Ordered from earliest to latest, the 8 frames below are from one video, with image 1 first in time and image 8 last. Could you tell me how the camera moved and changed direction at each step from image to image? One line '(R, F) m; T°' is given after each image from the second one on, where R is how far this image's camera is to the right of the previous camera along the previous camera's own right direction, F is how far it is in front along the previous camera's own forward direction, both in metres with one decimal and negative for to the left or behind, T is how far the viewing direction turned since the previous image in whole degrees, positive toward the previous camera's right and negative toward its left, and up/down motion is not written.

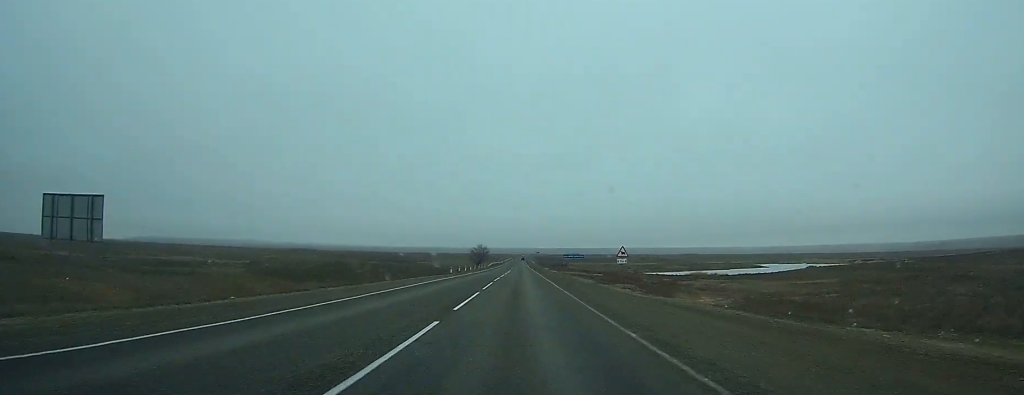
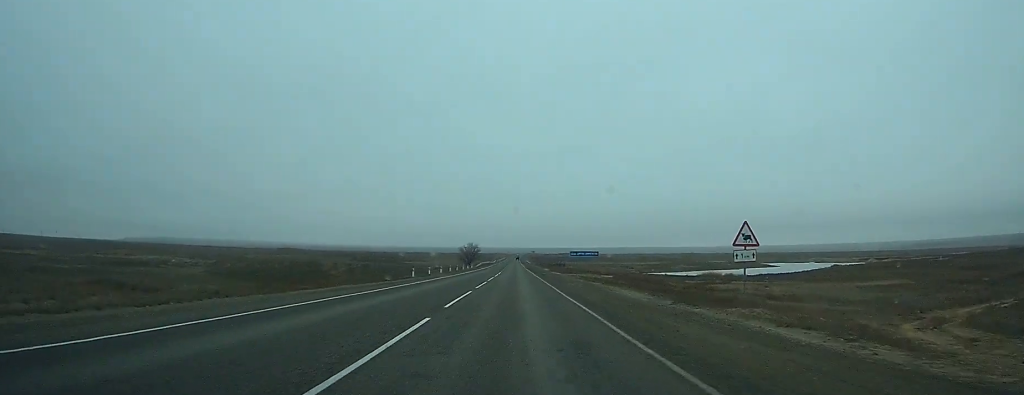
(0.0, +25.6) m; 0°
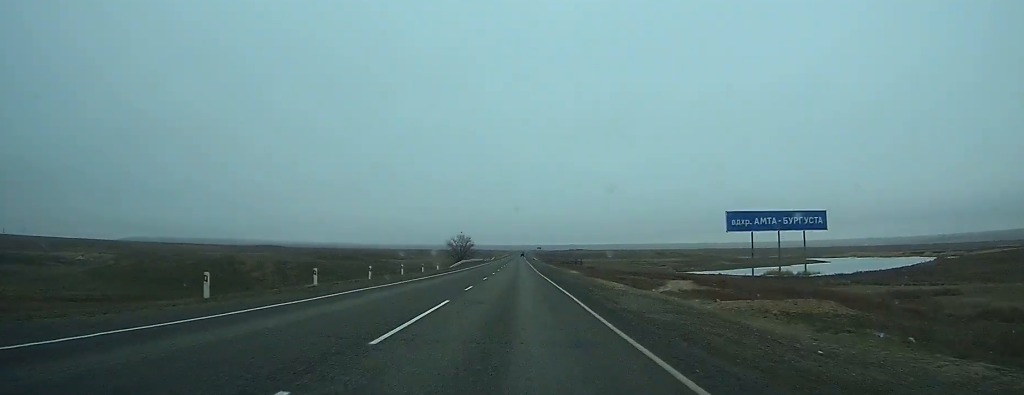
(-0.1, +63.7) m; 0°
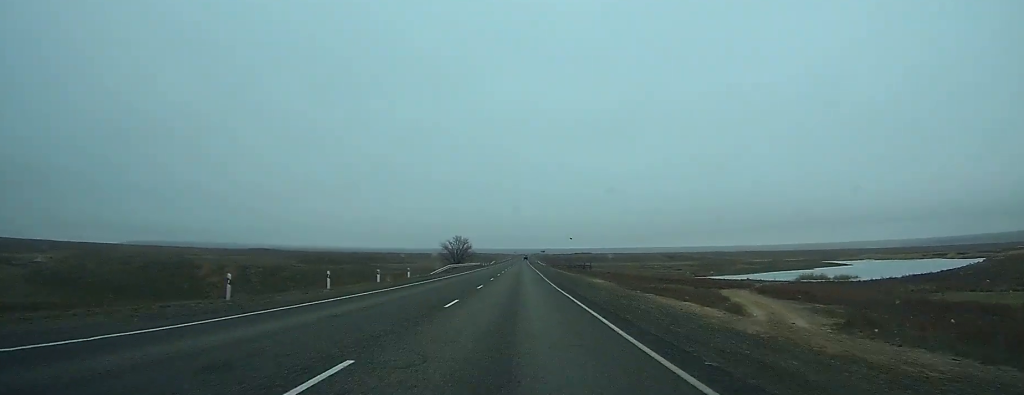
(0.0, +22.0) m; 0°
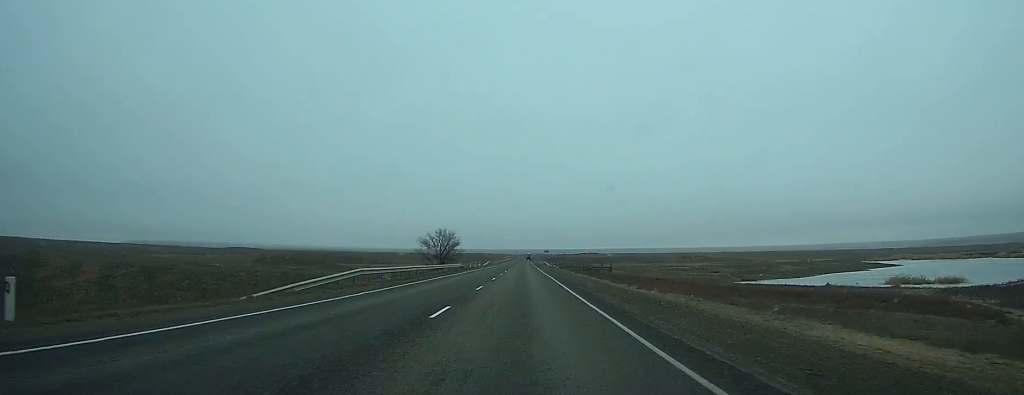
(-0.1, +44.3) m; 0°
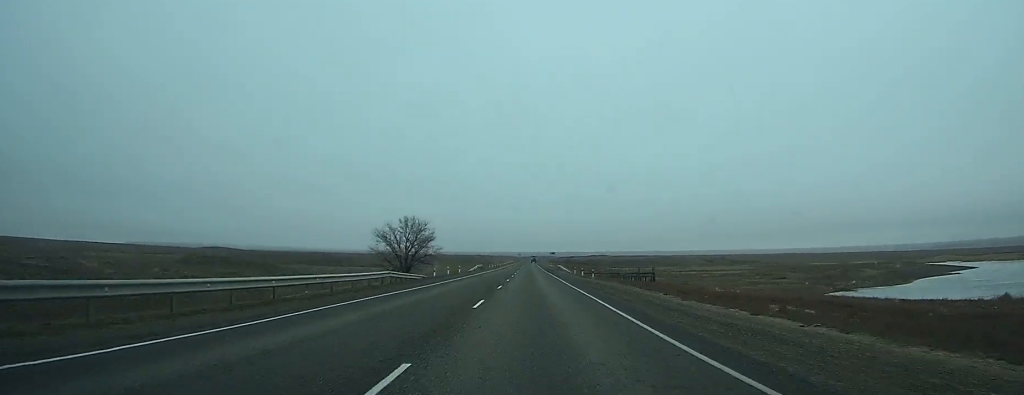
(+0.1, +47.0) m; 0°
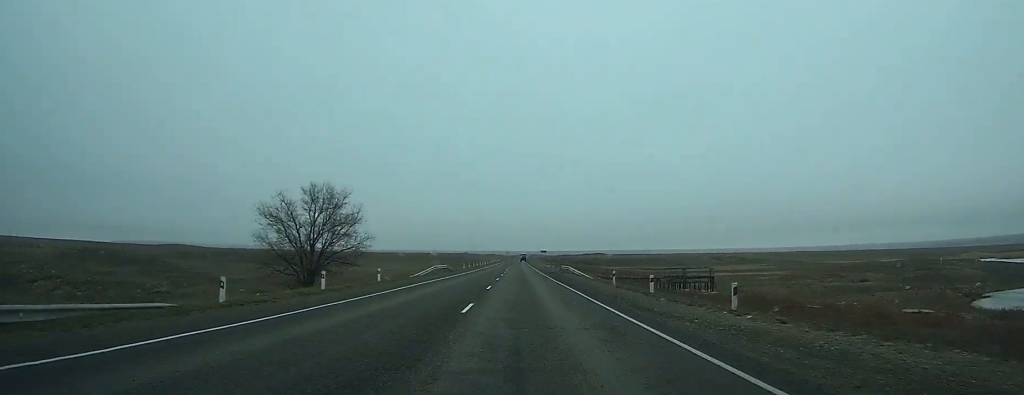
(+0.1, +37.5) m; 0°
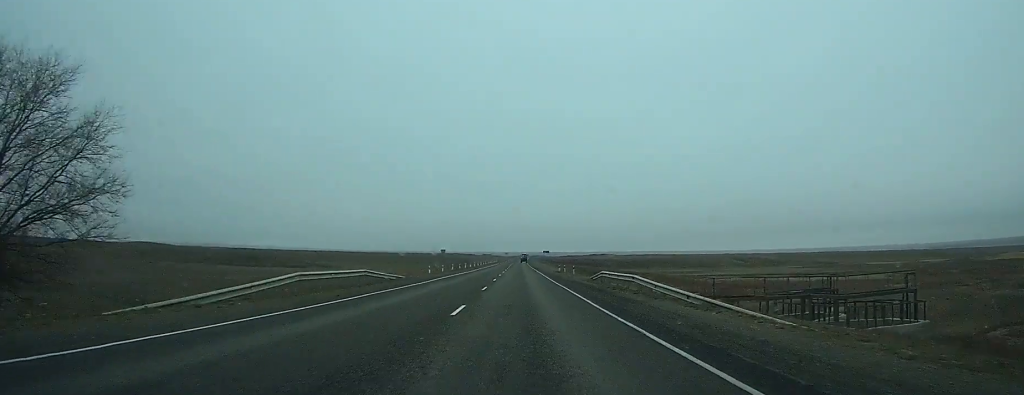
(+0.1, +35.5) m; 0°
